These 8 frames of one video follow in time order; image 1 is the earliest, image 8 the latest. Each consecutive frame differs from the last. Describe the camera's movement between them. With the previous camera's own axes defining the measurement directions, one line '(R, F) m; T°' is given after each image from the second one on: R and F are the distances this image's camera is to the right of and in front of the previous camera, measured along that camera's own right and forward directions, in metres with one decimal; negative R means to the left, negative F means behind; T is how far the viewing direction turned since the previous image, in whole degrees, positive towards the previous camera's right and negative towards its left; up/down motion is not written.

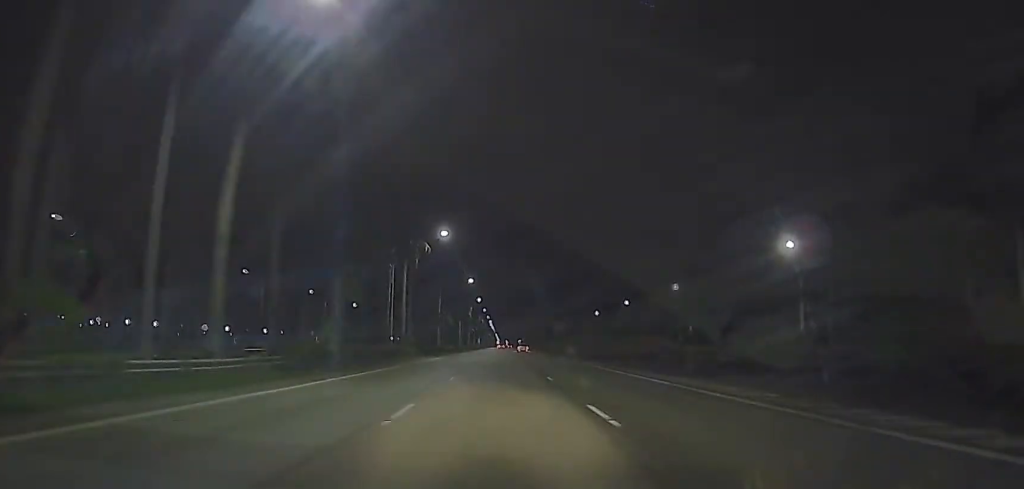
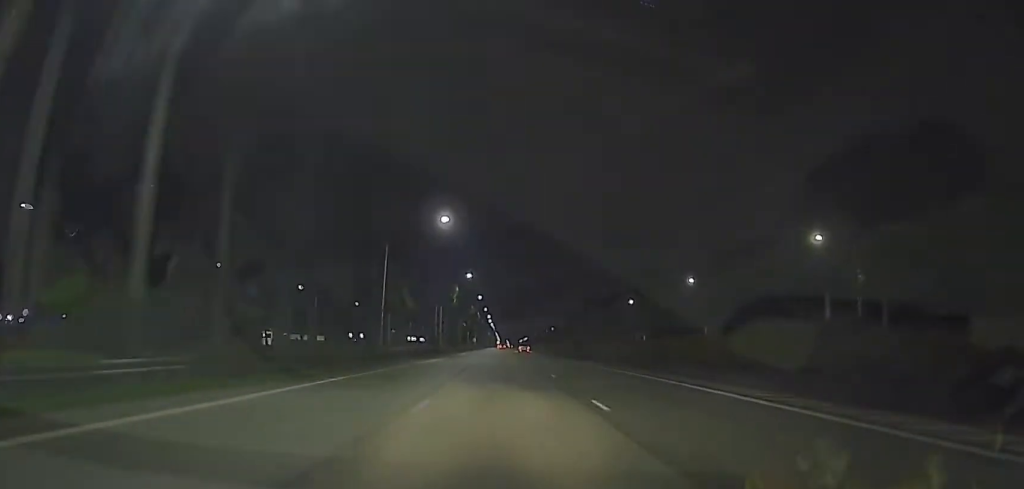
(-0.1, +46.1) m; 0°
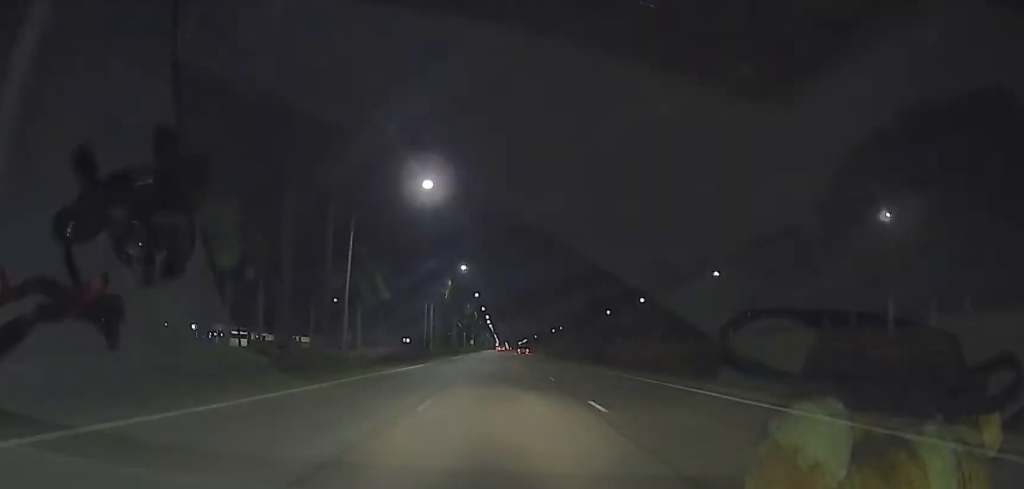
(+0.3, +12.2) m; 0°
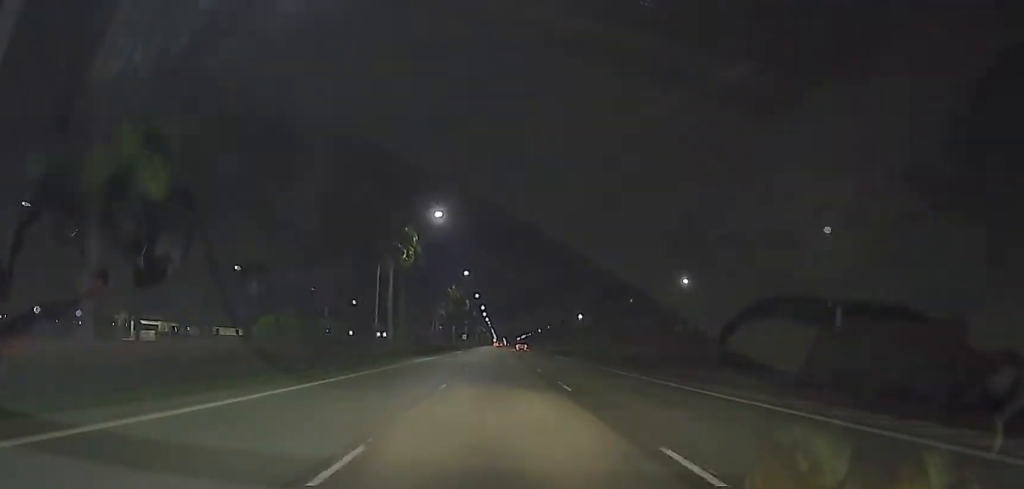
(-0.4, +31.2) m; 0°
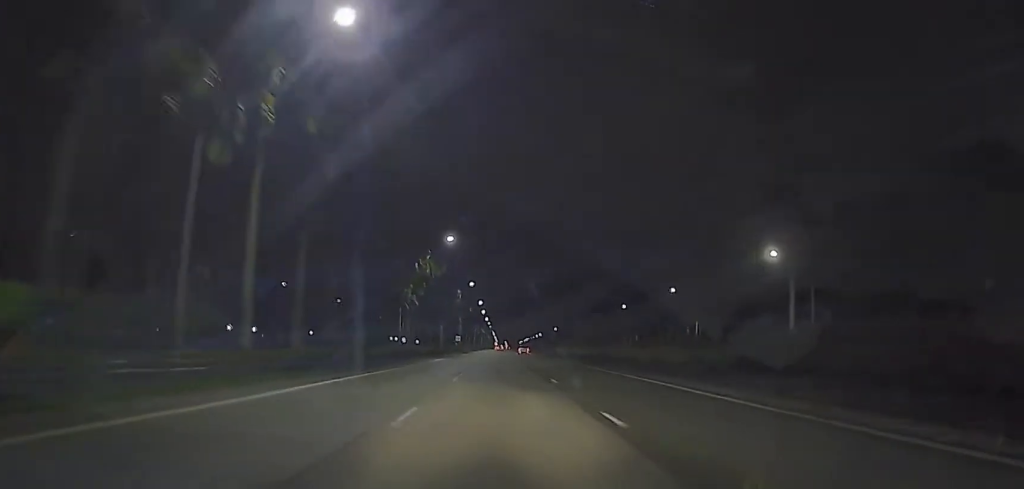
(+0.1, +31.5) m; -2°
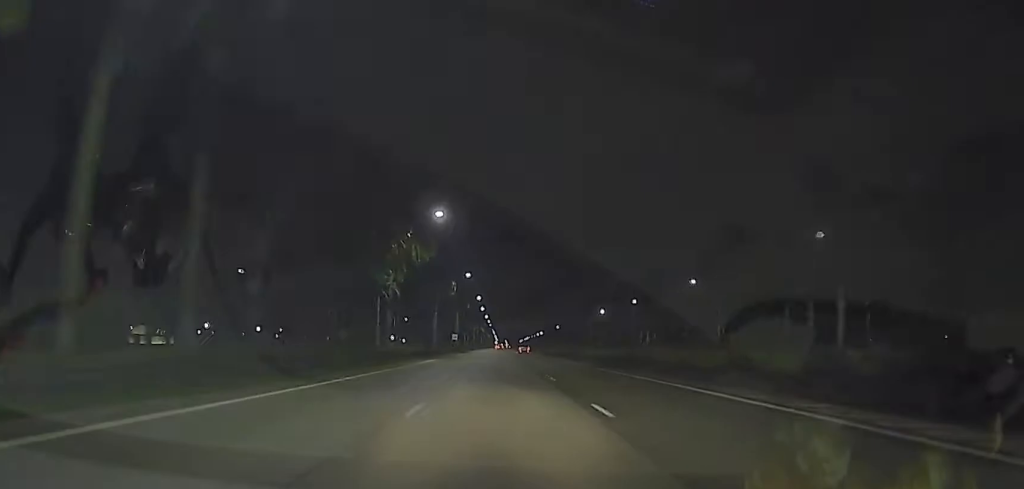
(0.0, +11.2) m; -1°
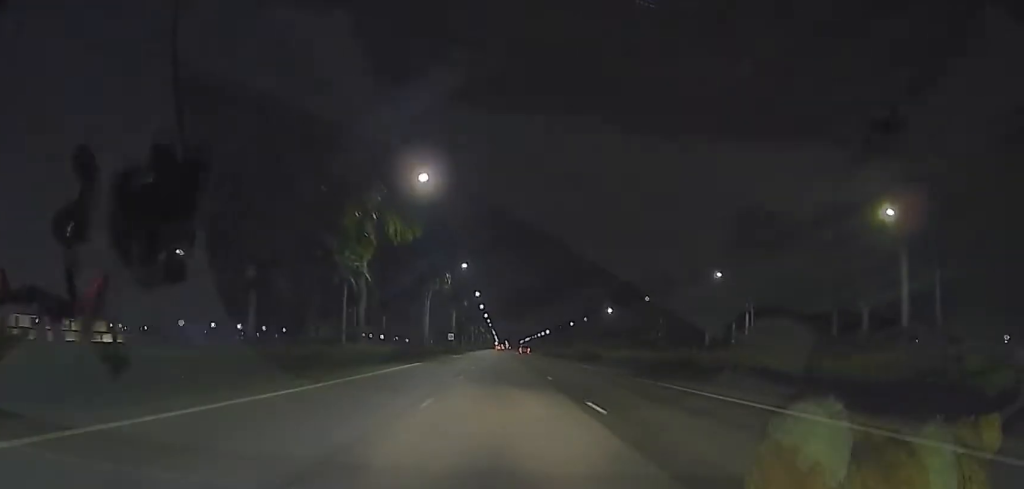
(-0.3, +10.4) m; 0°
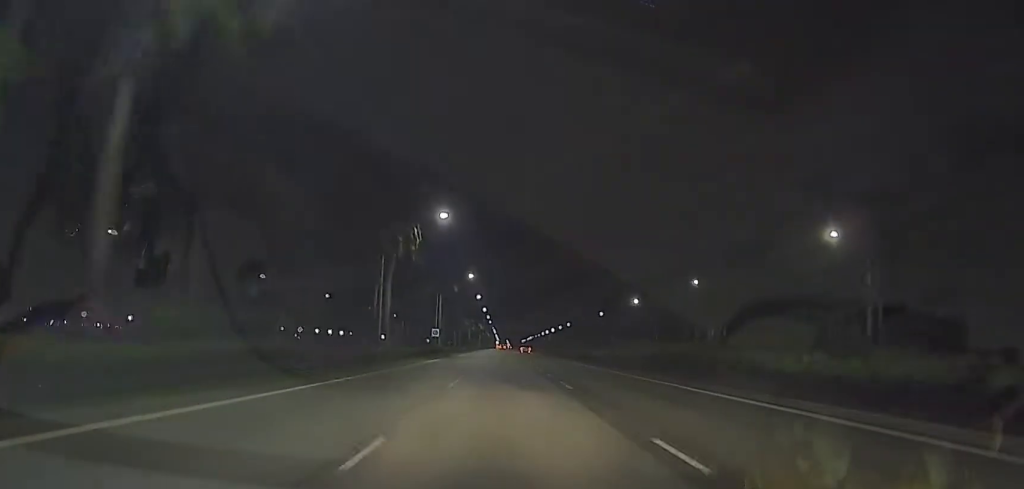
(+0.1, +29.7) m; +1°
